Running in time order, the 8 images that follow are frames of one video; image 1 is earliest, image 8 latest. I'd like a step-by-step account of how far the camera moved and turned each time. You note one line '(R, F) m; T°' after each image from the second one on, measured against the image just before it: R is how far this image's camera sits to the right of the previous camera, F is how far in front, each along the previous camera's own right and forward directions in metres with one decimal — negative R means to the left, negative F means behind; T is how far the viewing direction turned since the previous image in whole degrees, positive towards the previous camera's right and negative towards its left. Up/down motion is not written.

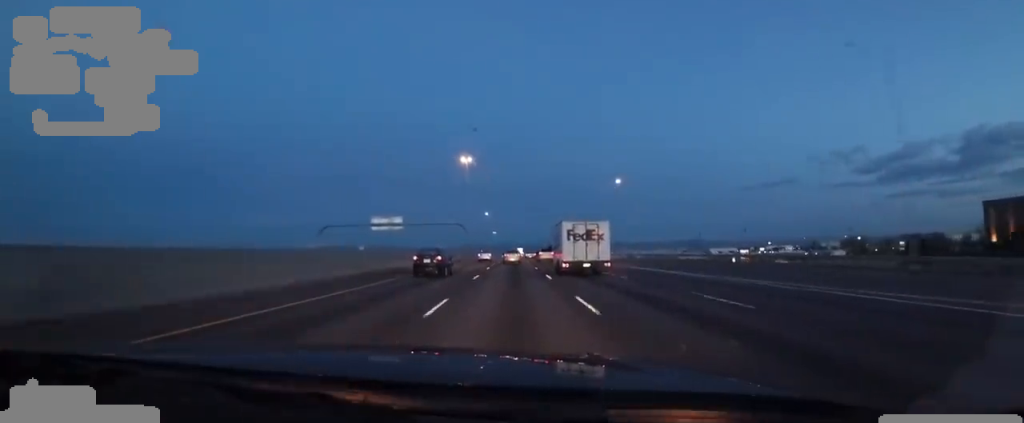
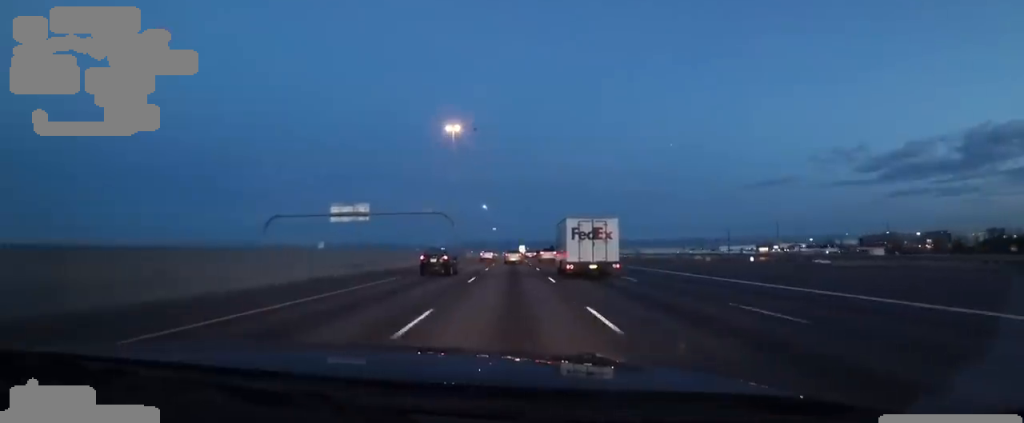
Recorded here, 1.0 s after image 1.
(-0.3, +27.3) m; -1°
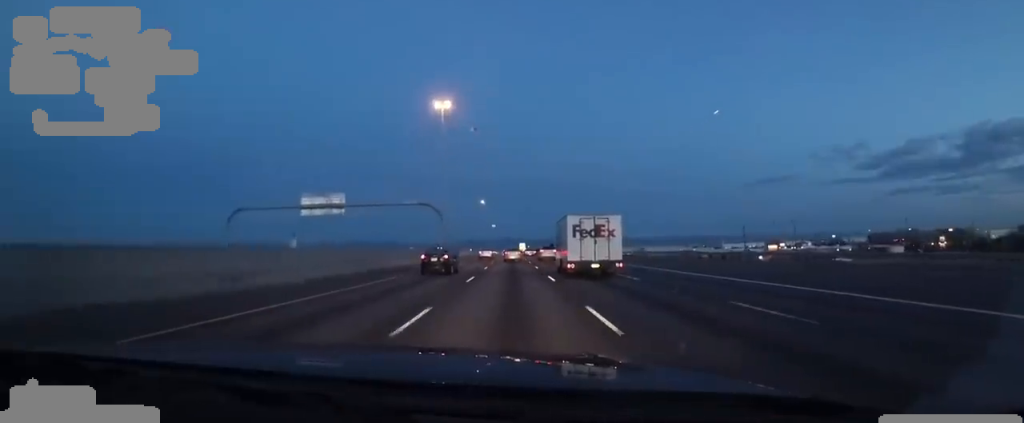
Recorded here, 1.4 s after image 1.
(-0.1, +12.4) m; 0°
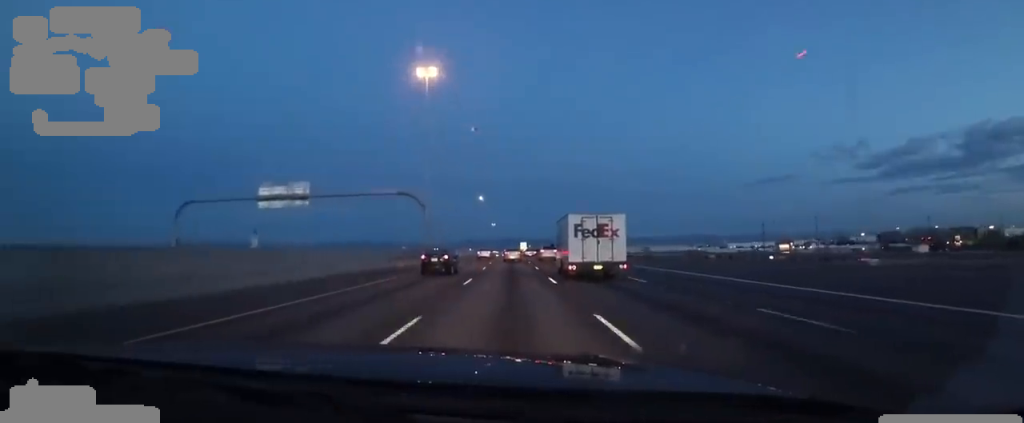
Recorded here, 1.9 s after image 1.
(-0.1, +13.5) m; 0°
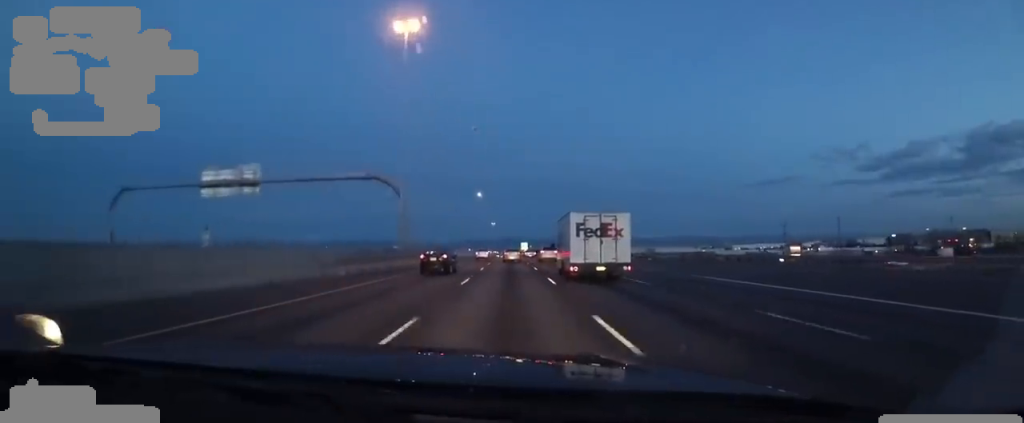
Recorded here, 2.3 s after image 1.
(-0.1, +12.5) m; 0°
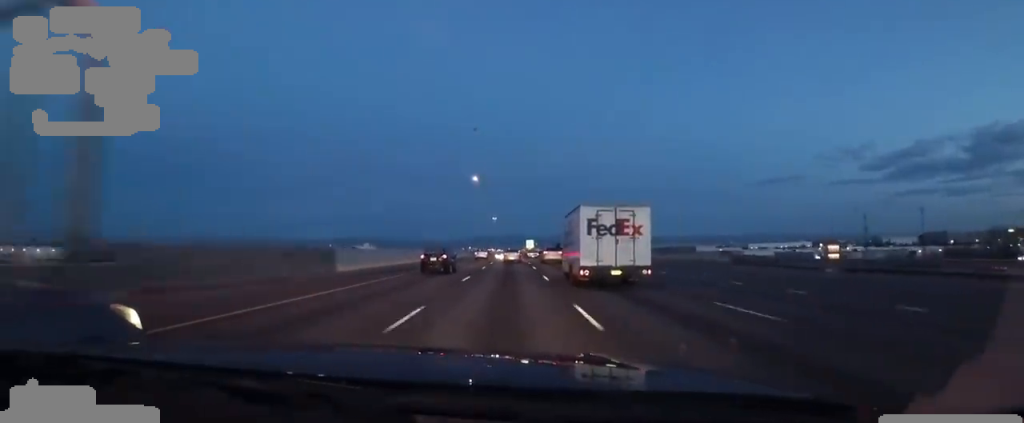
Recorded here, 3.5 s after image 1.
(+0.4, +34.3) m; 0°
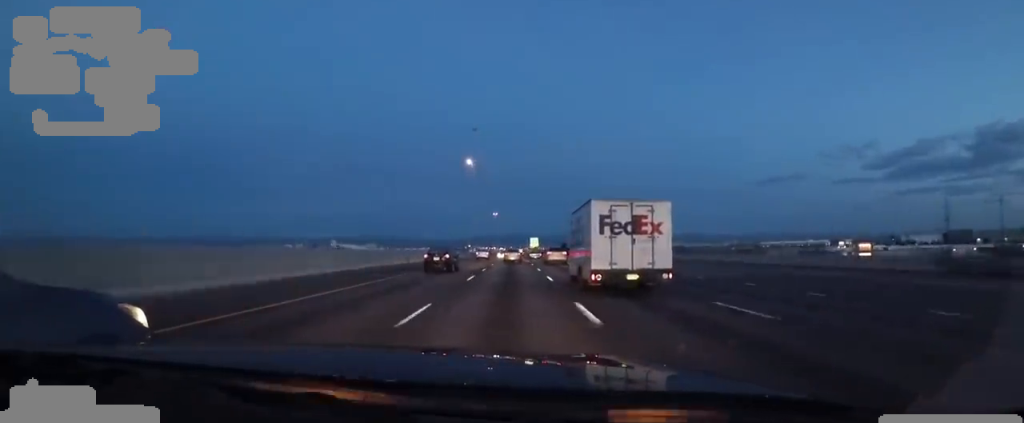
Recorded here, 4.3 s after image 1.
(-0.1, +24.2) m; 0°
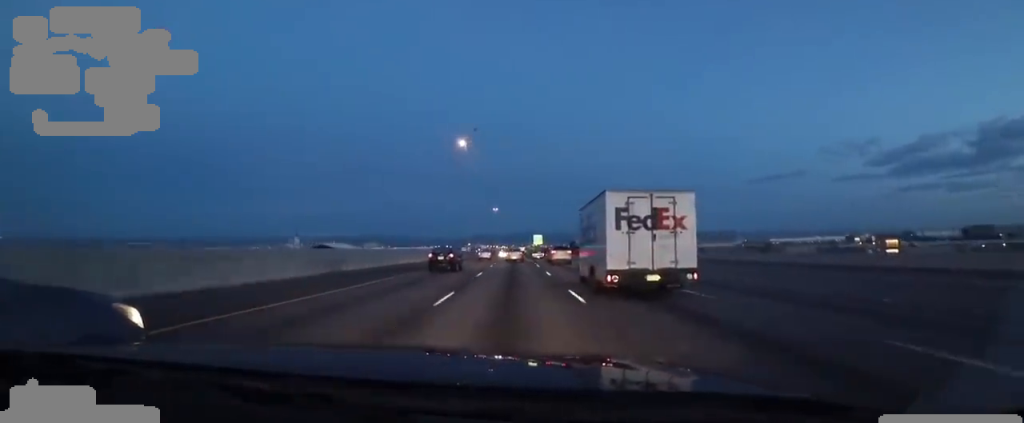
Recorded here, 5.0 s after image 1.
(0.0, +19.0) m; +1°
